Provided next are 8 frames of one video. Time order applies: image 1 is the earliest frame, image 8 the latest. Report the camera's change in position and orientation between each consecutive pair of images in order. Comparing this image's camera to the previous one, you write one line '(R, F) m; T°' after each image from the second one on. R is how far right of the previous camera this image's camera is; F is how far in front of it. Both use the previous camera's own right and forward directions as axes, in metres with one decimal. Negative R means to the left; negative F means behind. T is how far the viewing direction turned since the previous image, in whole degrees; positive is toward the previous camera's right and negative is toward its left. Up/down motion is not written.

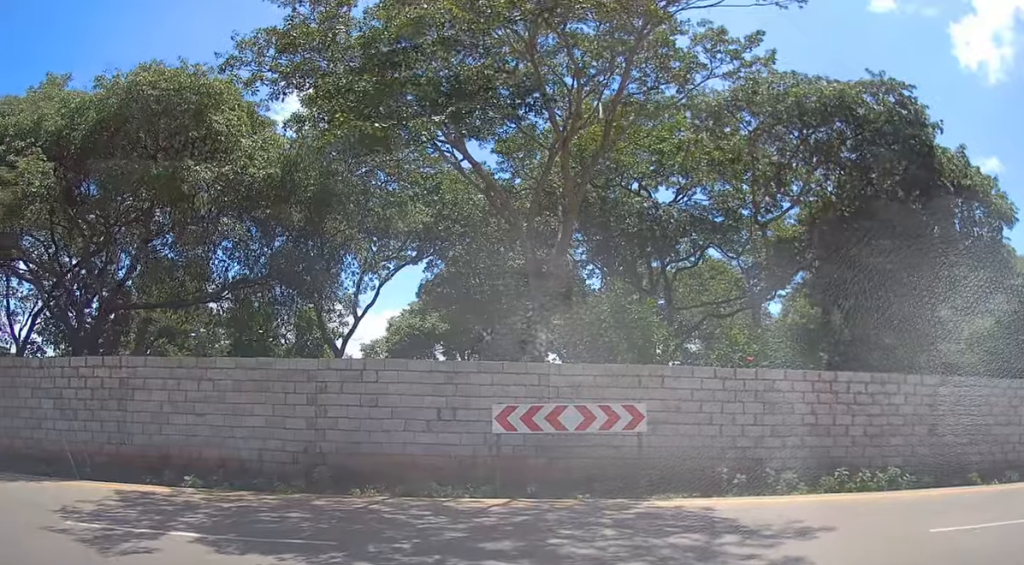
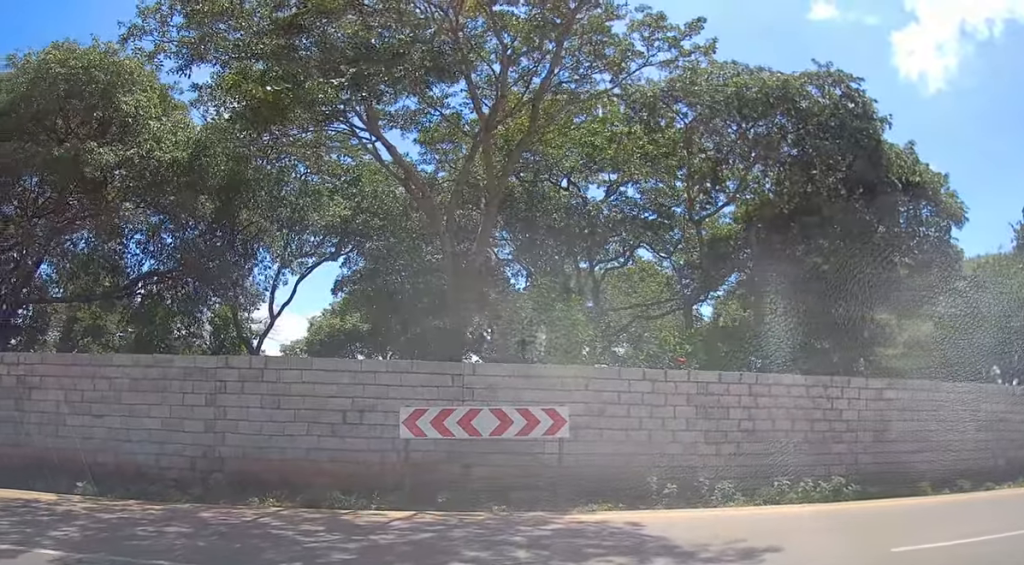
(0.0, +1.0) m; +12°
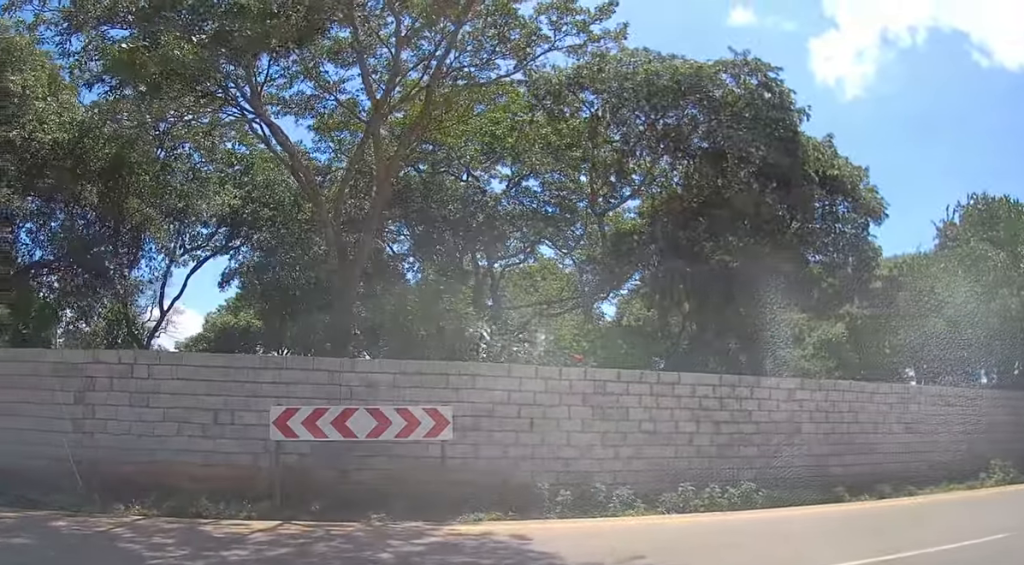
(+0.1, +1.0) m; +12°
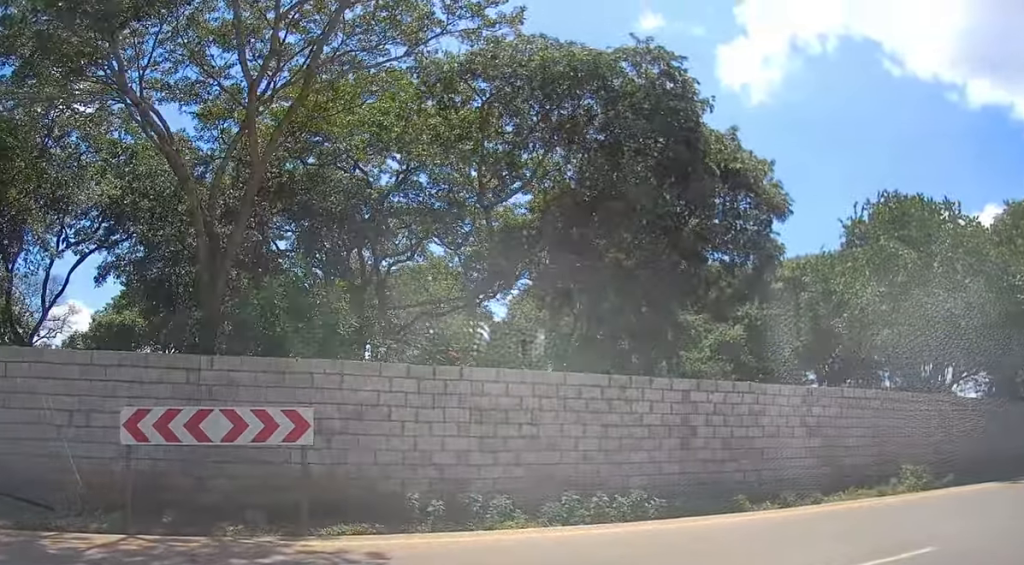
(0.0, +0.9) m; +9°
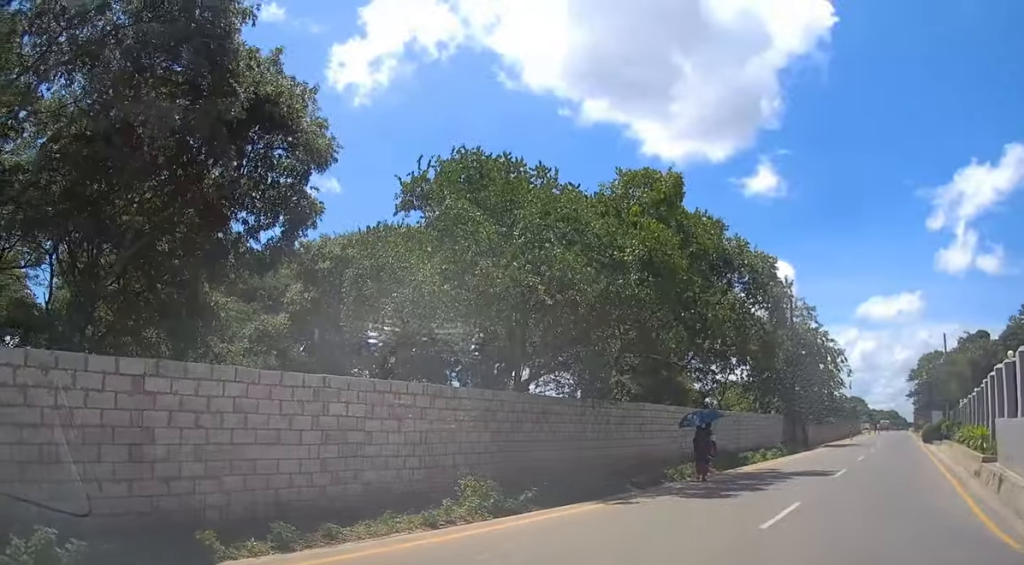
(+1.0, +4.1) m; +21°
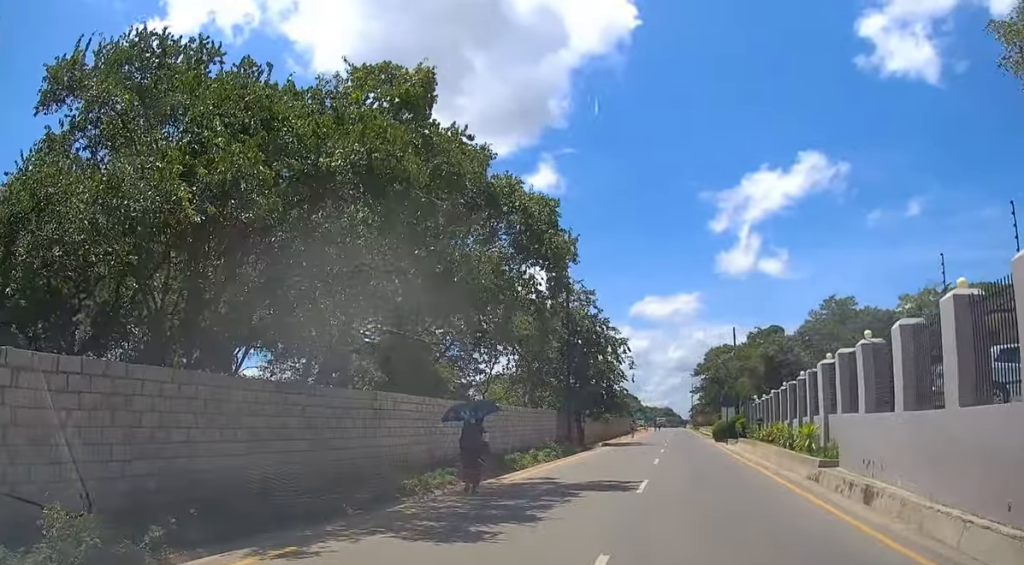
(+0.5, +5.3) m; +9°
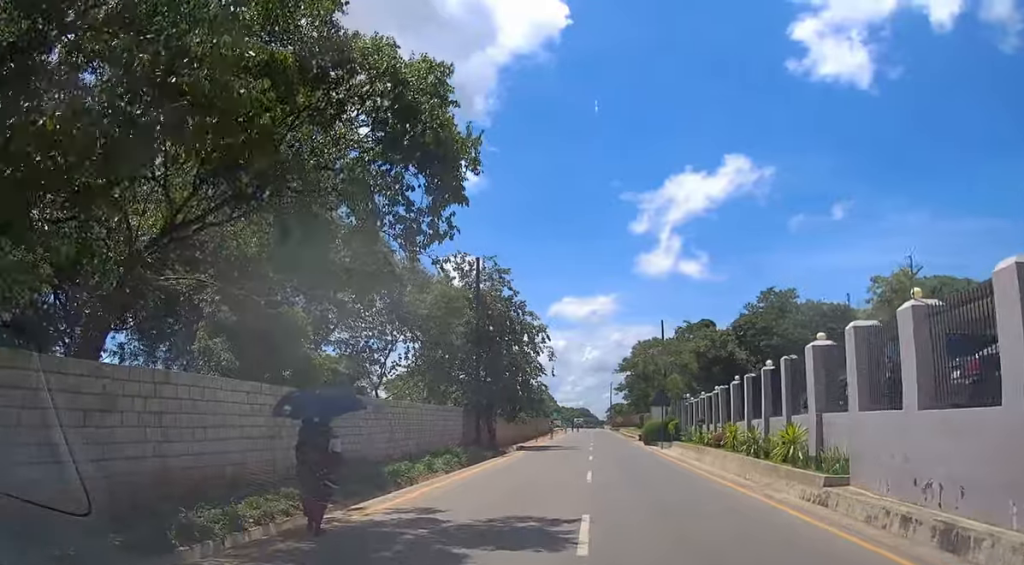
(+0.3, +6.1) m; +5°
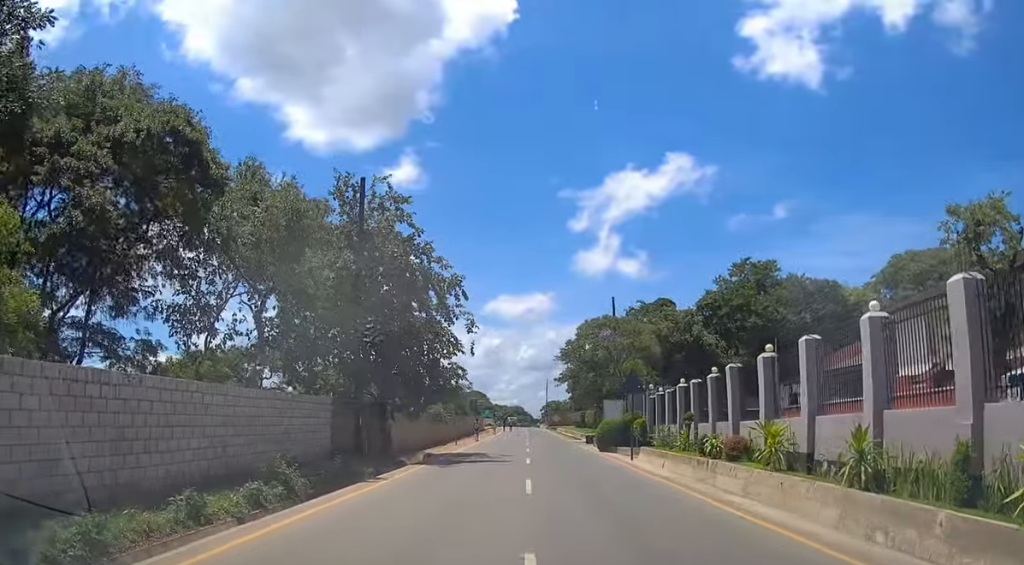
(+0.4, +11.9) m; +2°
